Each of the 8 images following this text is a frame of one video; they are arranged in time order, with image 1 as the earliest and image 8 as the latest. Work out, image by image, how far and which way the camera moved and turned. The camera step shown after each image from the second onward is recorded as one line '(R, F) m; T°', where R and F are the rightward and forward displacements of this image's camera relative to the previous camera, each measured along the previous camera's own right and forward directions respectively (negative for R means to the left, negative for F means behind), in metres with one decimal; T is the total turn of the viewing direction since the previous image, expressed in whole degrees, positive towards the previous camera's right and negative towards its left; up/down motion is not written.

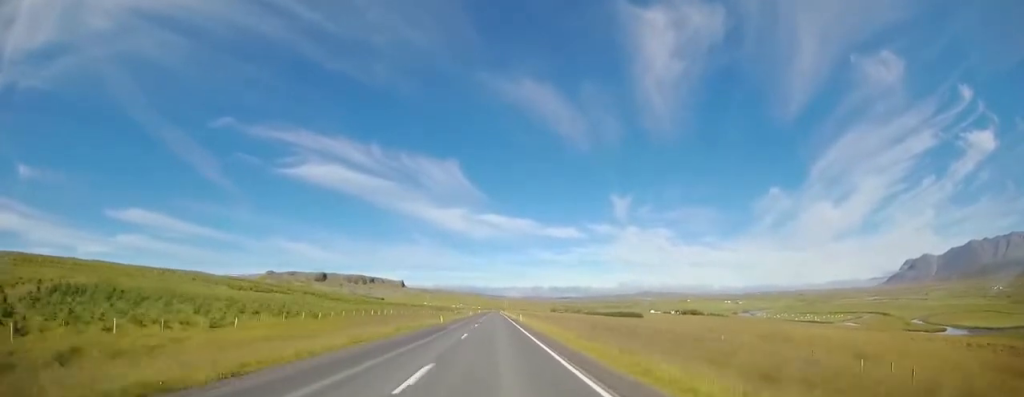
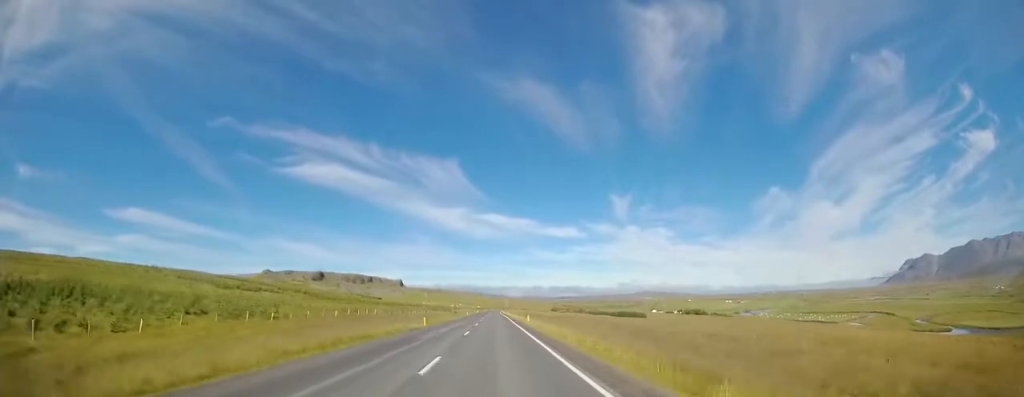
(0.0, +10.4) m; 0°
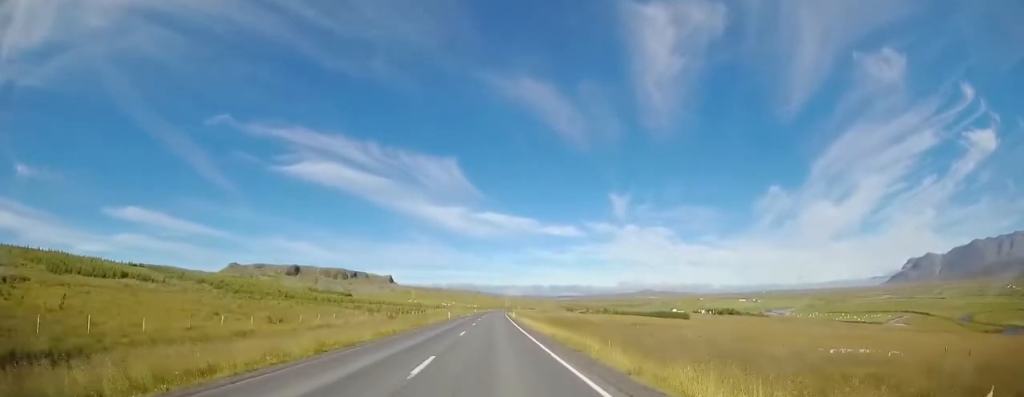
(-0.4, +85.0) m; 0°
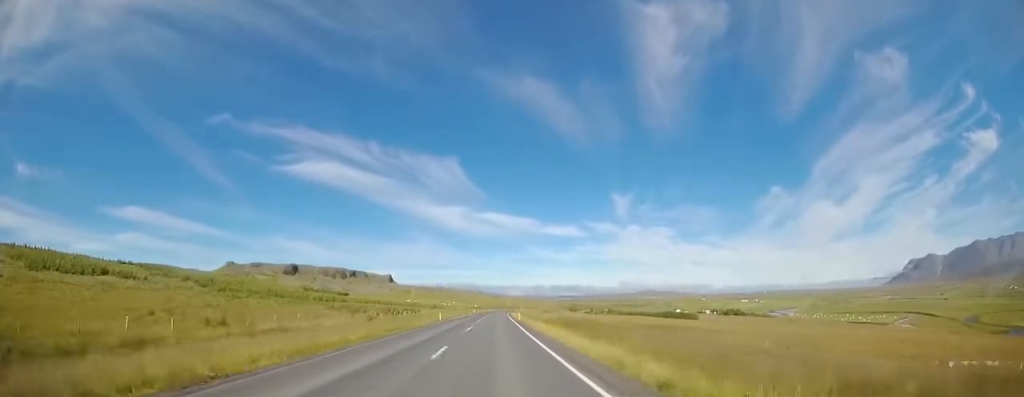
(+0.1, +9.5) m; 0°
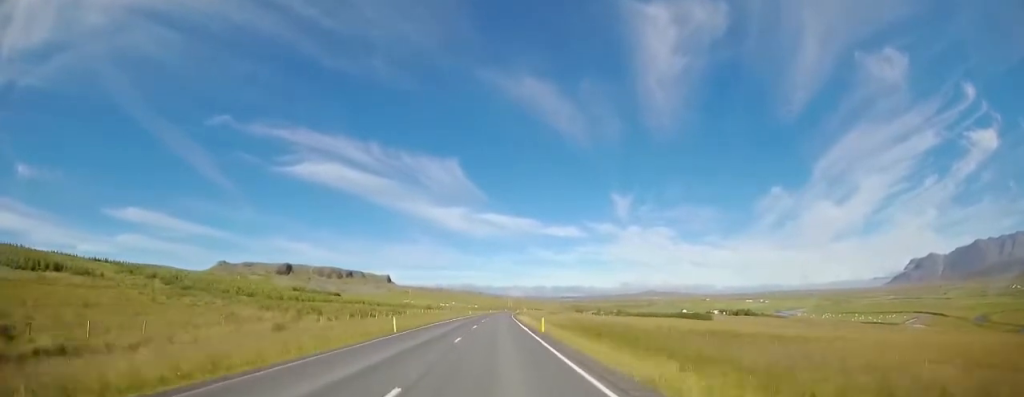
(0.0, +19.6) m; 0°
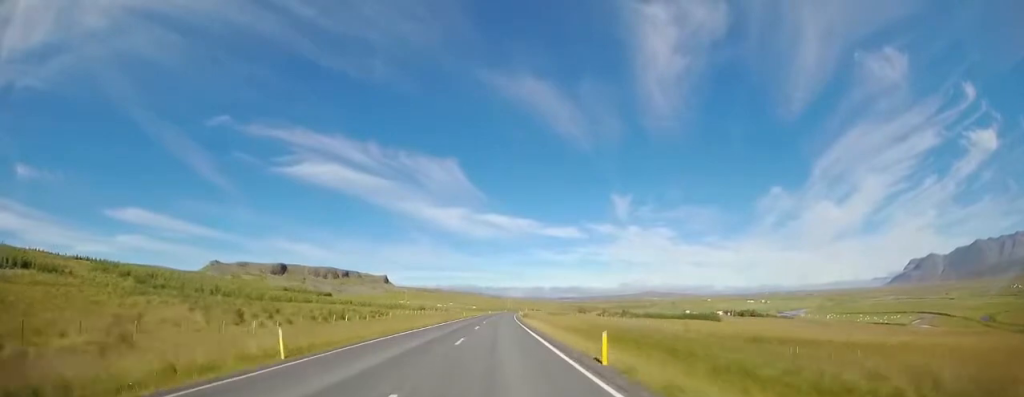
(-0.1, +12.4) m; 0°
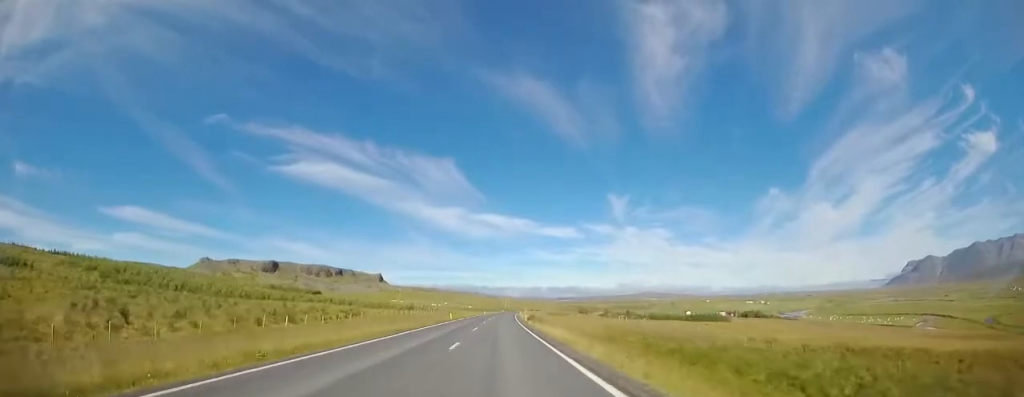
(+0.1, +13.9) m; 0°
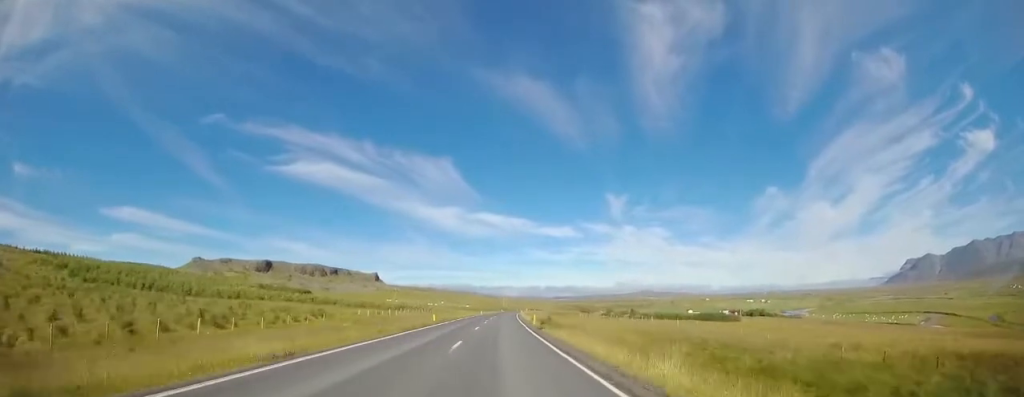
(+0.1, +11.6) m; 0°
